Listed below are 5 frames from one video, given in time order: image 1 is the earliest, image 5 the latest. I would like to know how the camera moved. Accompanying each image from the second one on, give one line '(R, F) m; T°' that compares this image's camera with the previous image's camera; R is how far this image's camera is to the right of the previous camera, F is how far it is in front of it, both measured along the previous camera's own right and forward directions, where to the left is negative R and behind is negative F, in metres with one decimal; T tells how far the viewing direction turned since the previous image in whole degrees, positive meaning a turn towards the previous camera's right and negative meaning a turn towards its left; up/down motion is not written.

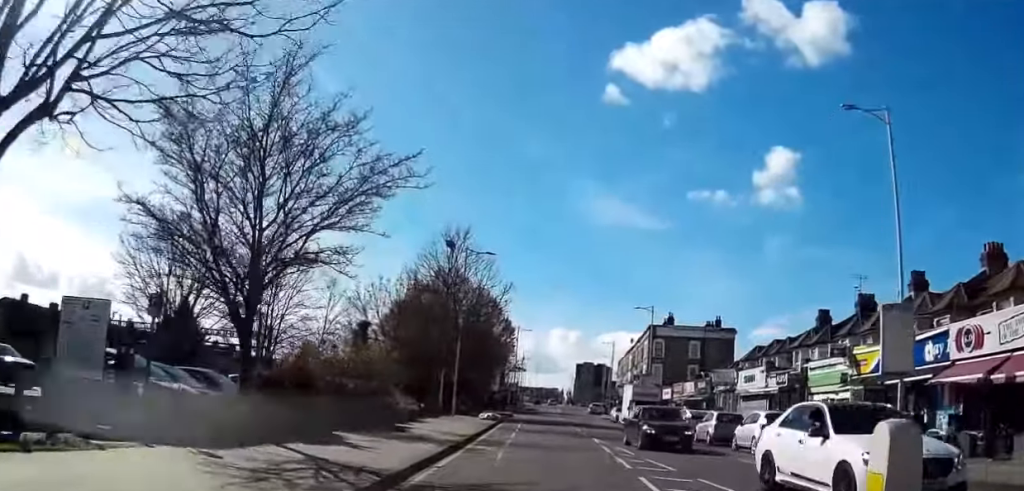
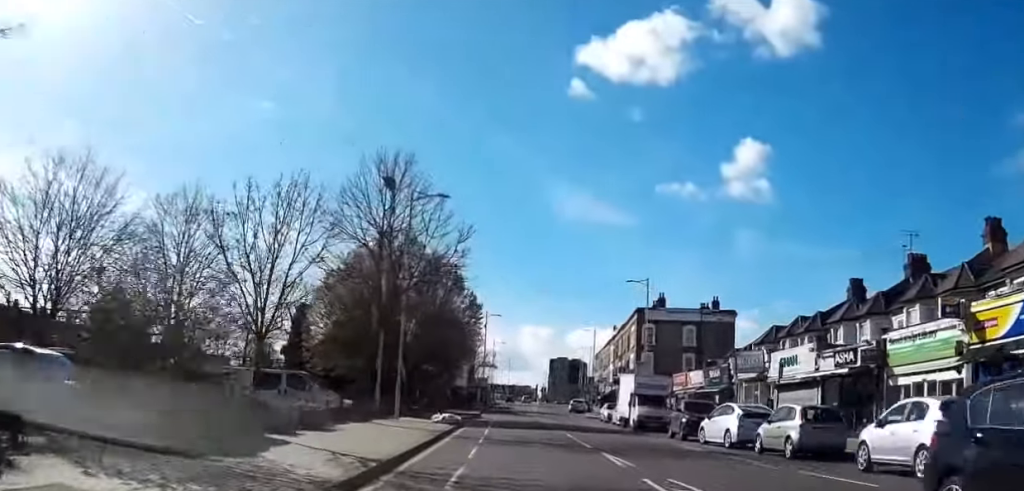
(0.0, +12.4) m; +1°
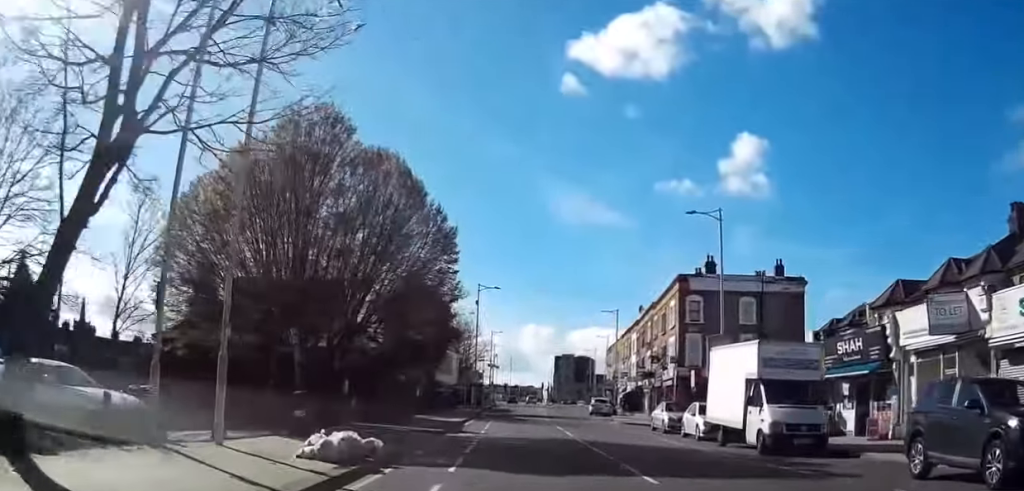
(+0.5, +20.9) m; +1°
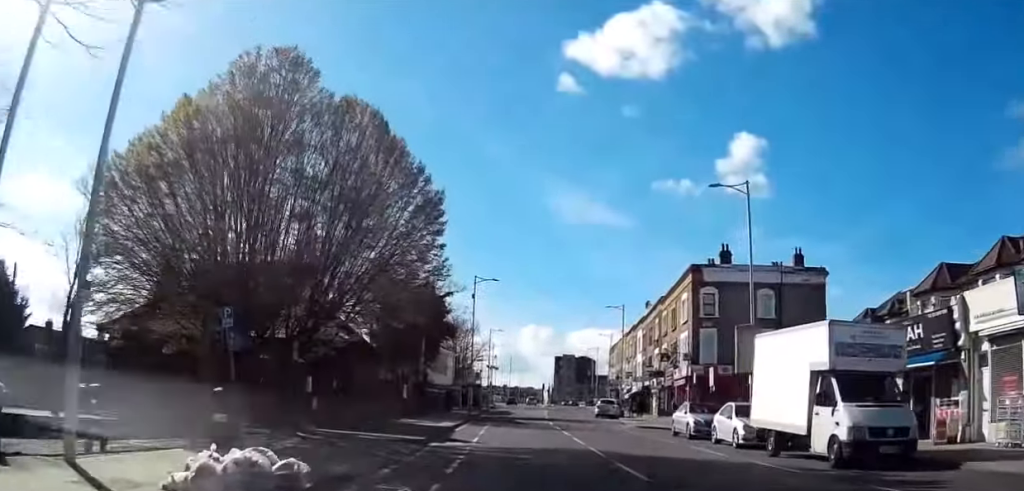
(0.0, +5.0) m; 0°
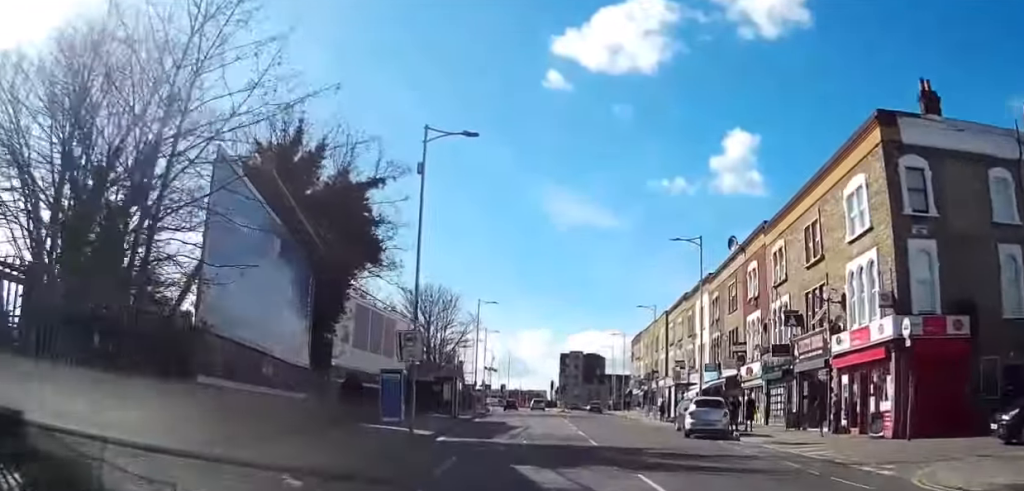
(0.0, +32.6) m; 0°
